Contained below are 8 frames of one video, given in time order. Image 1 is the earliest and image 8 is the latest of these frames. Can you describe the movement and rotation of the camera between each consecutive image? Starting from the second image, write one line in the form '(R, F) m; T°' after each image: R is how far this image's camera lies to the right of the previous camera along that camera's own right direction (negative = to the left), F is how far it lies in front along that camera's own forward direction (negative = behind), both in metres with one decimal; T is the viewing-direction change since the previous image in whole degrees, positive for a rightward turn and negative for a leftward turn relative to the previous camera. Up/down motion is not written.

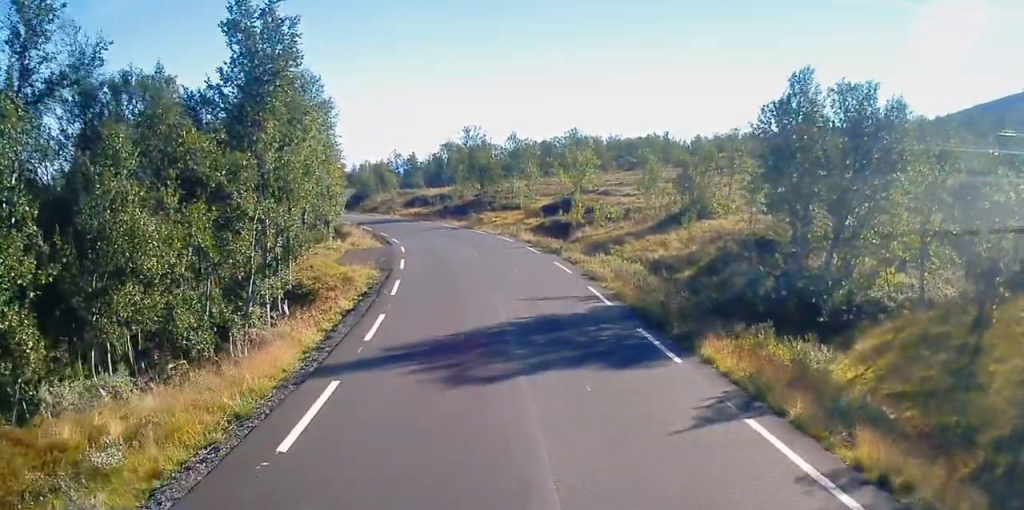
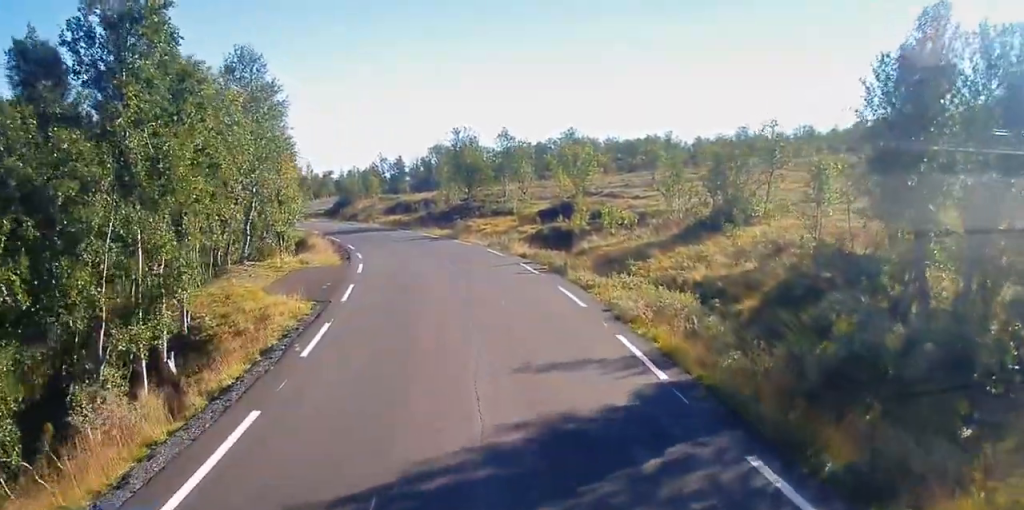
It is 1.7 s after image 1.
(-0.1, +7.5) m; +3°
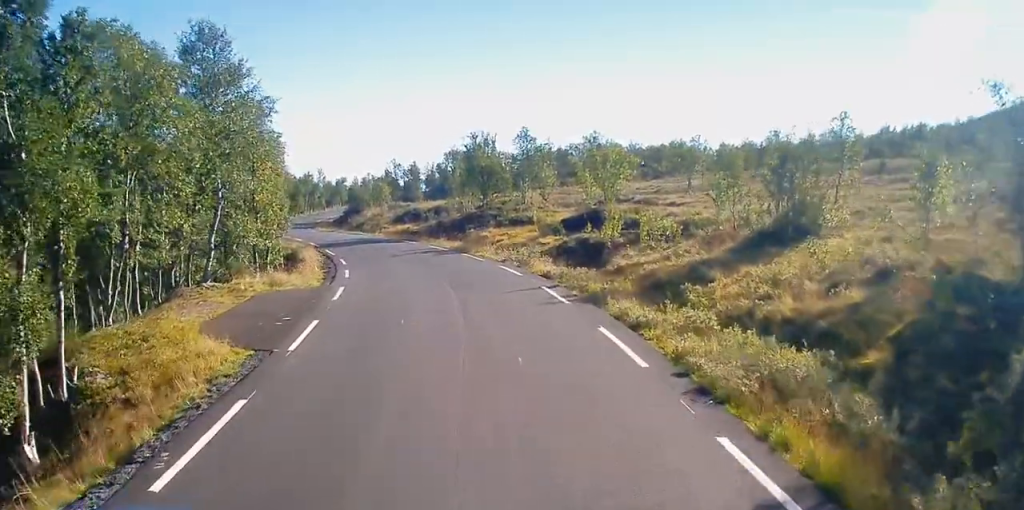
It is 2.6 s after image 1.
(+0.3, +5.7) m; -1°
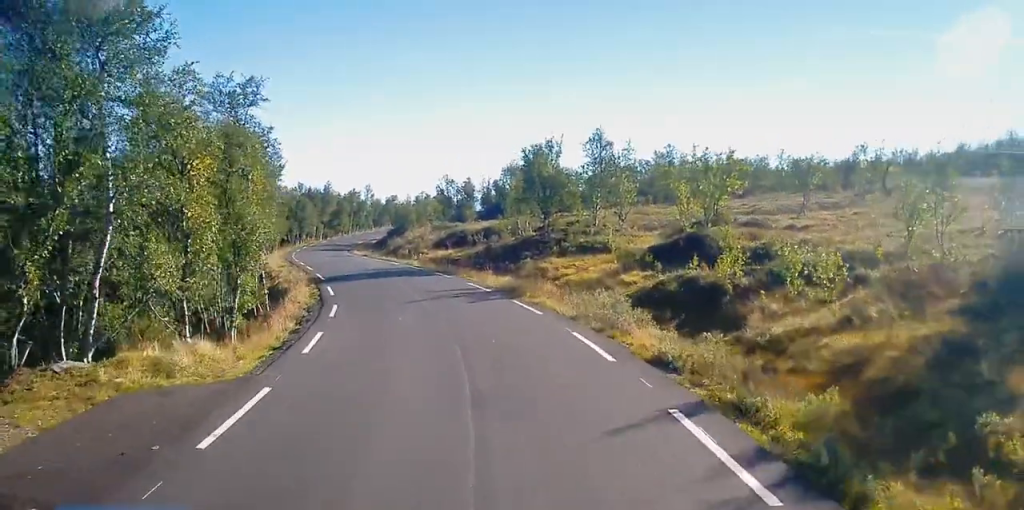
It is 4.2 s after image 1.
(-1.0, +10.6) m; -7°
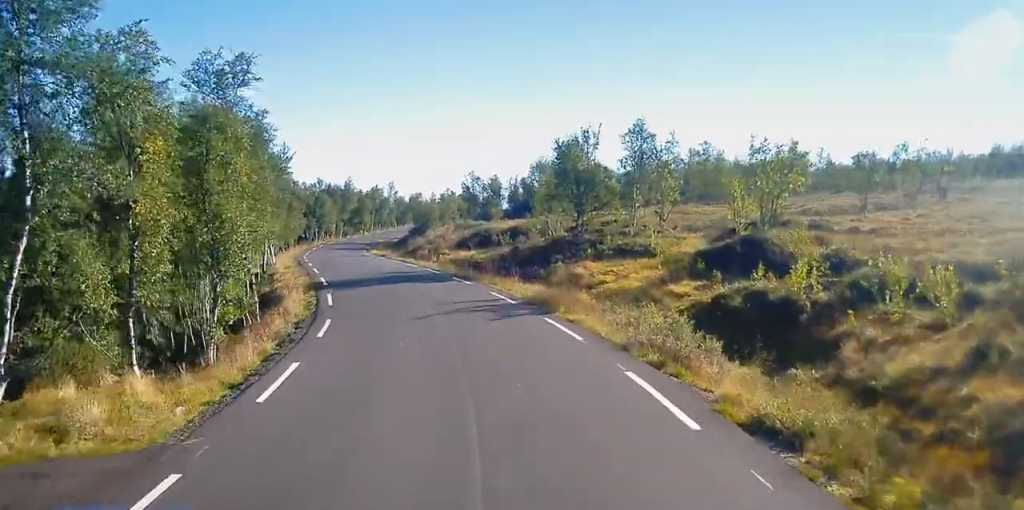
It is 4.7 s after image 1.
(0.0, +4.0) m; -3°
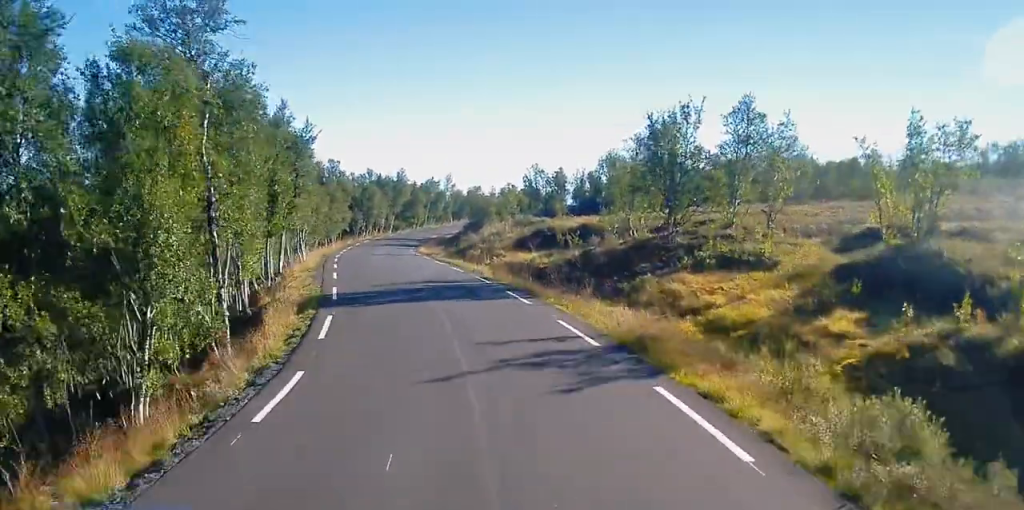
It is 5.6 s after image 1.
(-0.2, +7.3) m; -5°
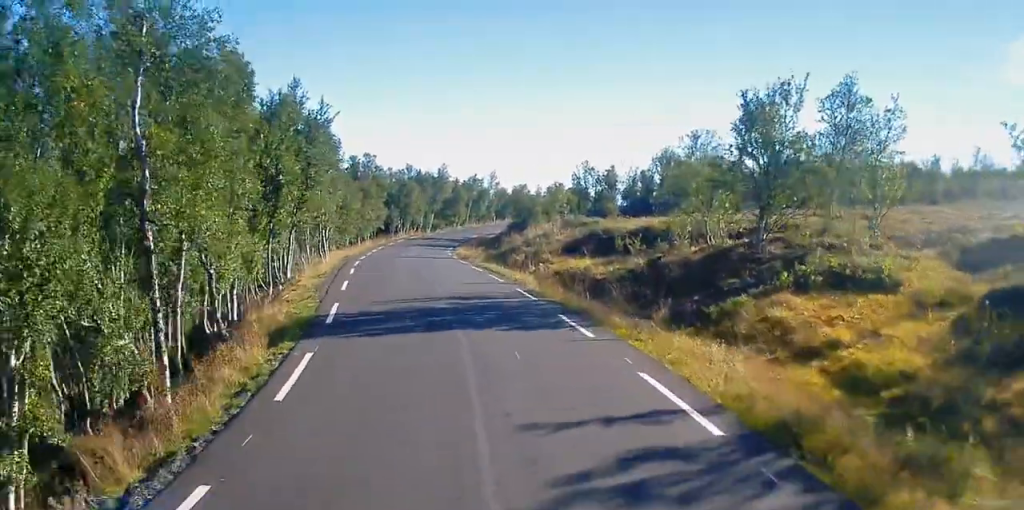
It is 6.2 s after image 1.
(-0.4, +5.3) m; -3°
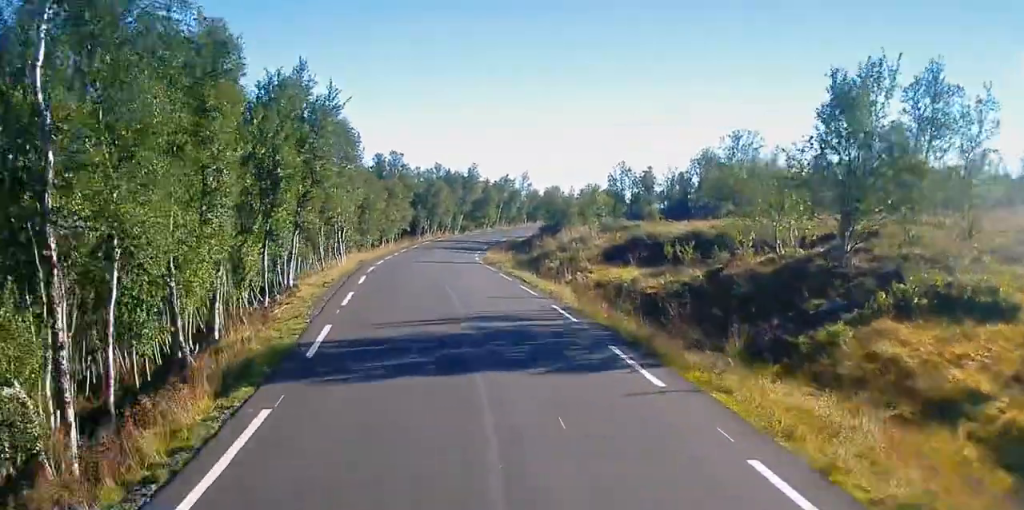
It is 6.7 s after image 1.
(0.0, +3.9) m; +1°
